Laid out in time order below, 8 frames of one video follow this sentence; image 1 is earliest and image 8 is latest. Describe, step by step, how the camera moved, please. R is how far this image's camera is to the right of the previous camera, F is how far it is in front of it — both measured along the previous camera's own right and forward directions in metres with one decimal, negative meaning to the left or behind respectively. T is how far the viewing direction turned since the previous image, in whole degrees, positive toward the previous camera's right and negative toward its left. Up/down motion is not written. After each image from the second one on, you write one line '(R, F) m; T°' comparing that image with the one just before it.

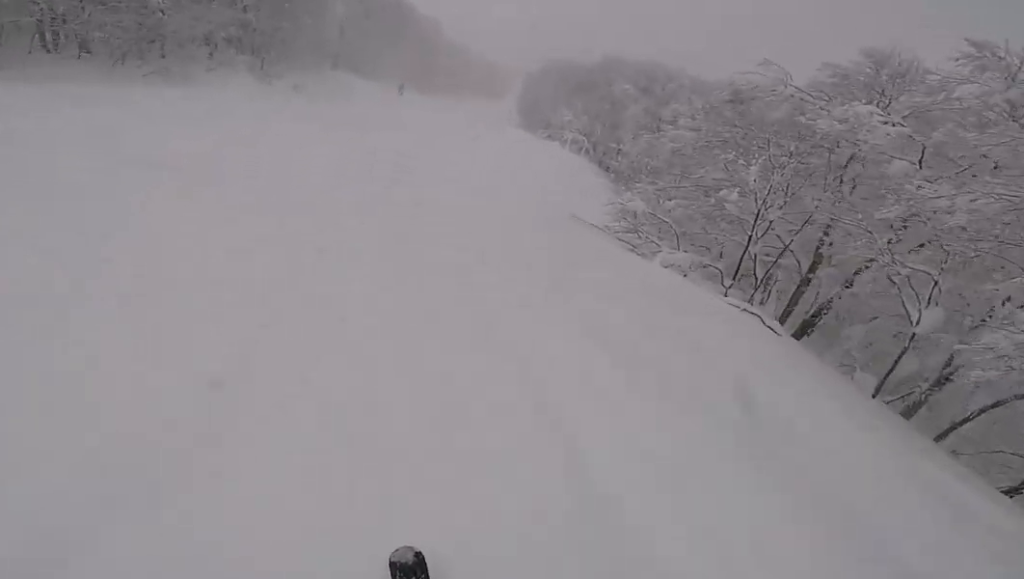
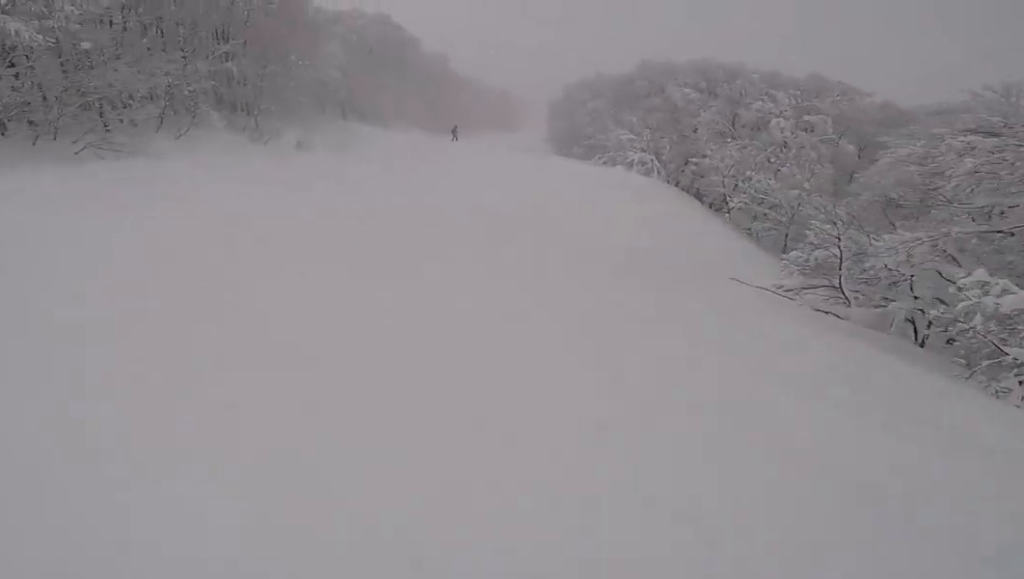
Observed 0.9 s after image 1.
(-0.9, +6.8) m; -1°
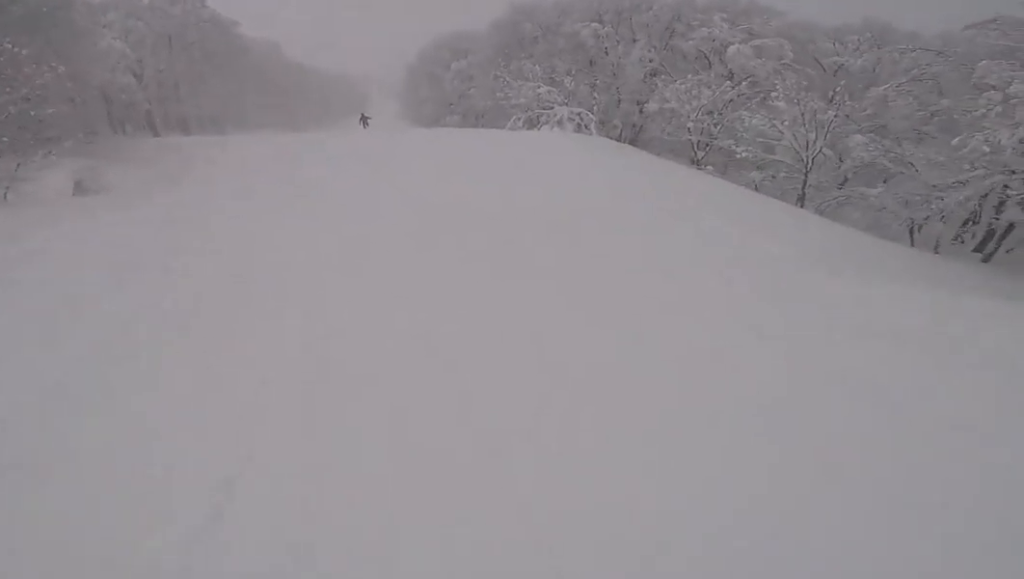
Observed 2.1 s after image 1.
(+1.7, +10.4) m; +11°
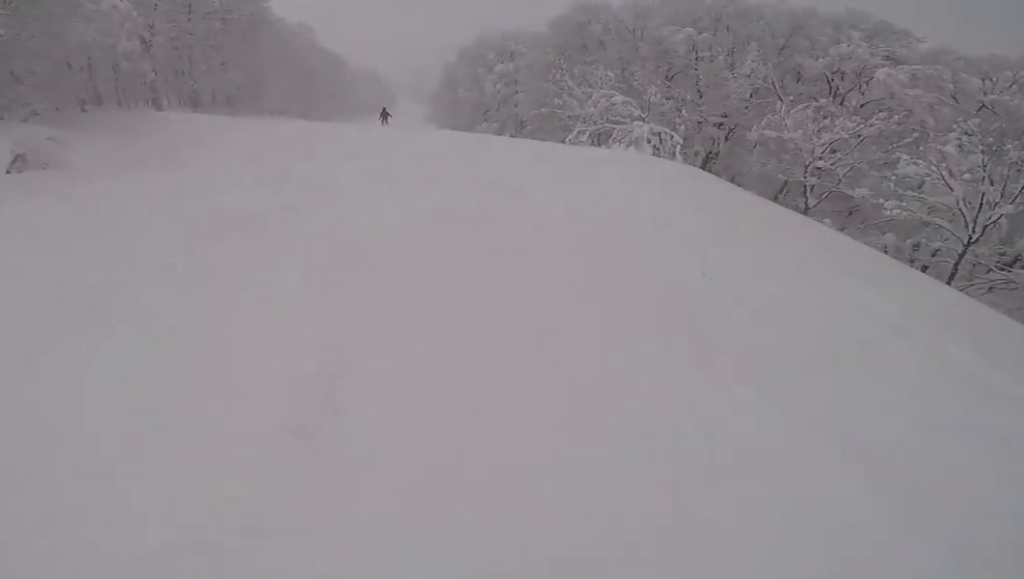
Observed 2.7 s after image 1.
(+0.4, +4.5) m; 0°
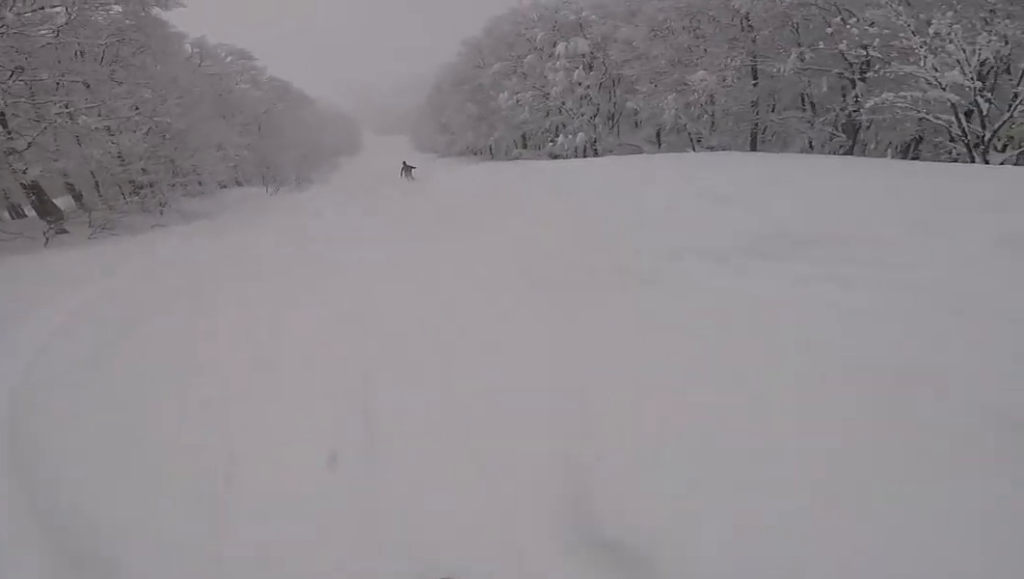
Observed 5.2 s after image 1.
(-0.8, +18.5) m; +16°
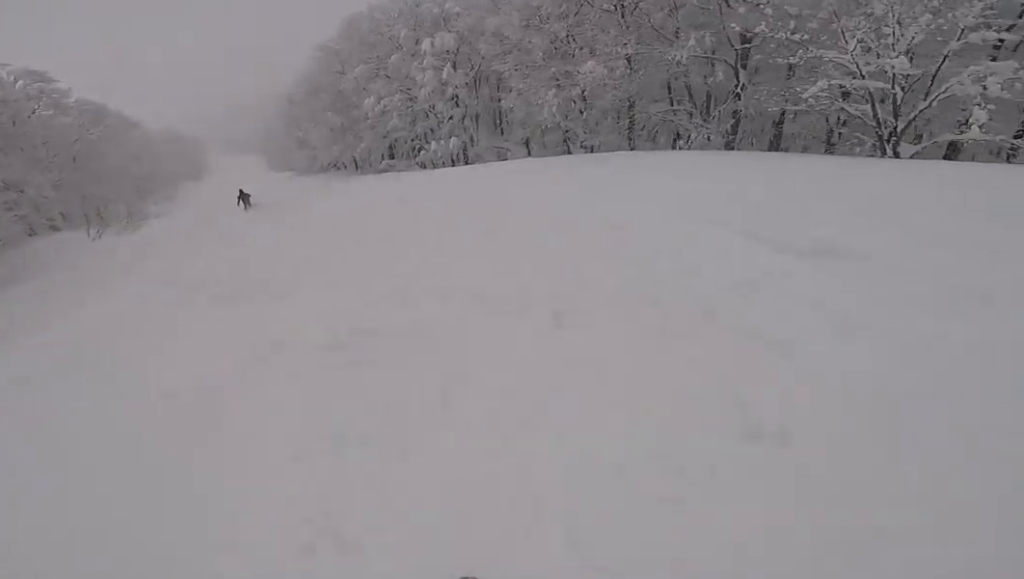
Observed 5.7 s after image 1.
(+0.6, +4.1) m; +11°
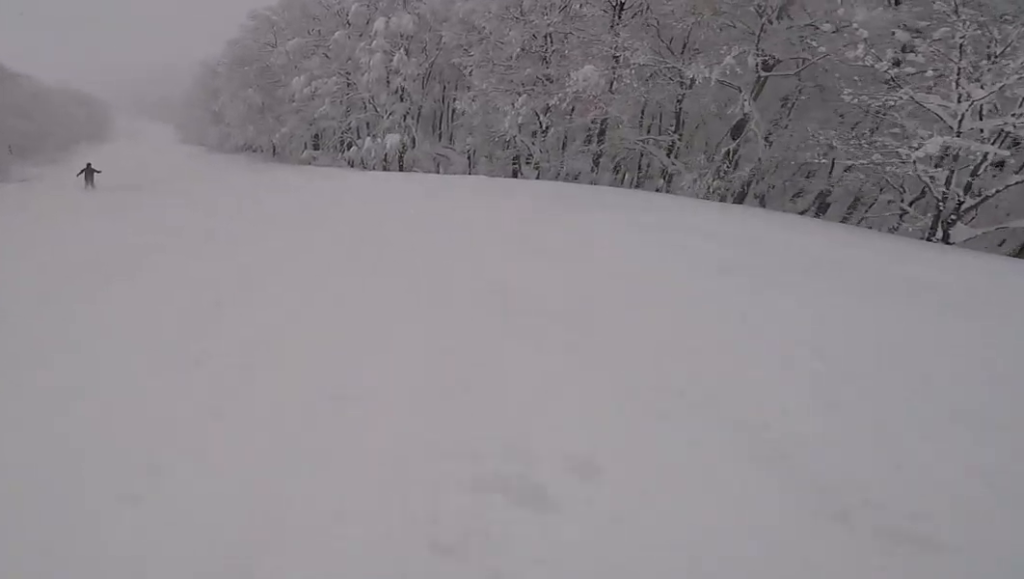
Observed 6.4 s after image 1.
(+0.3, +5.4) m; -1°
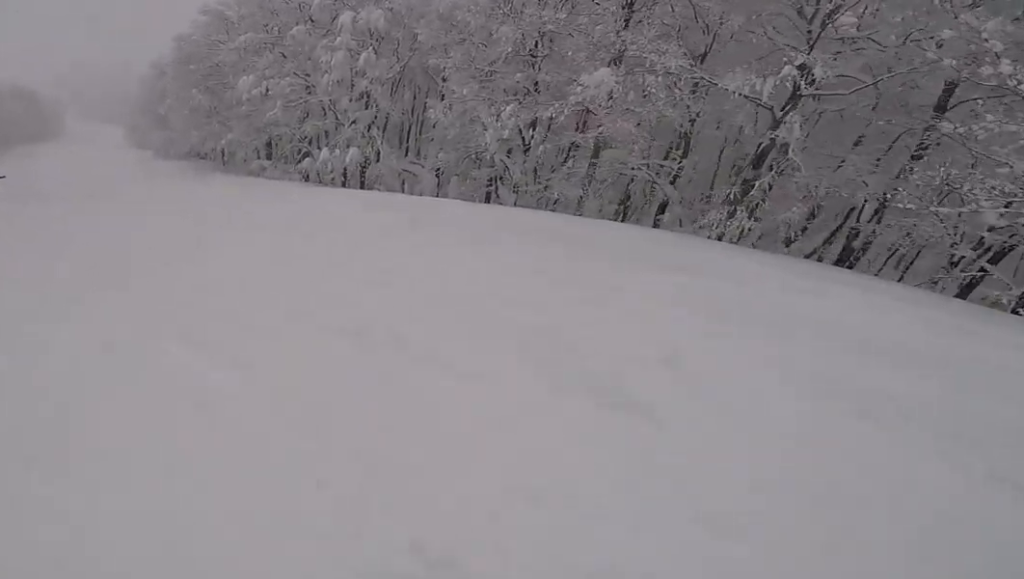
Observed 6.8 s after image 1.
(+0.1, +3.4) m; -3°
